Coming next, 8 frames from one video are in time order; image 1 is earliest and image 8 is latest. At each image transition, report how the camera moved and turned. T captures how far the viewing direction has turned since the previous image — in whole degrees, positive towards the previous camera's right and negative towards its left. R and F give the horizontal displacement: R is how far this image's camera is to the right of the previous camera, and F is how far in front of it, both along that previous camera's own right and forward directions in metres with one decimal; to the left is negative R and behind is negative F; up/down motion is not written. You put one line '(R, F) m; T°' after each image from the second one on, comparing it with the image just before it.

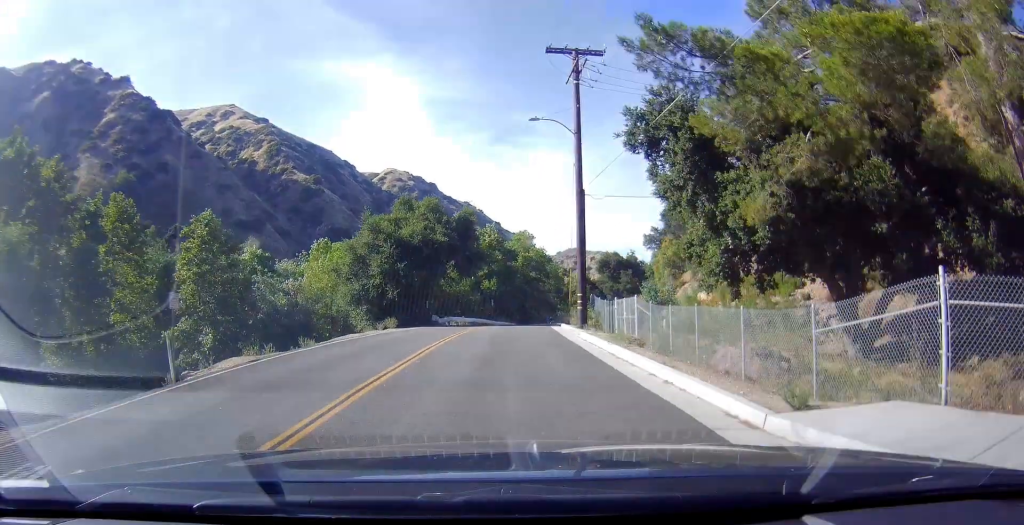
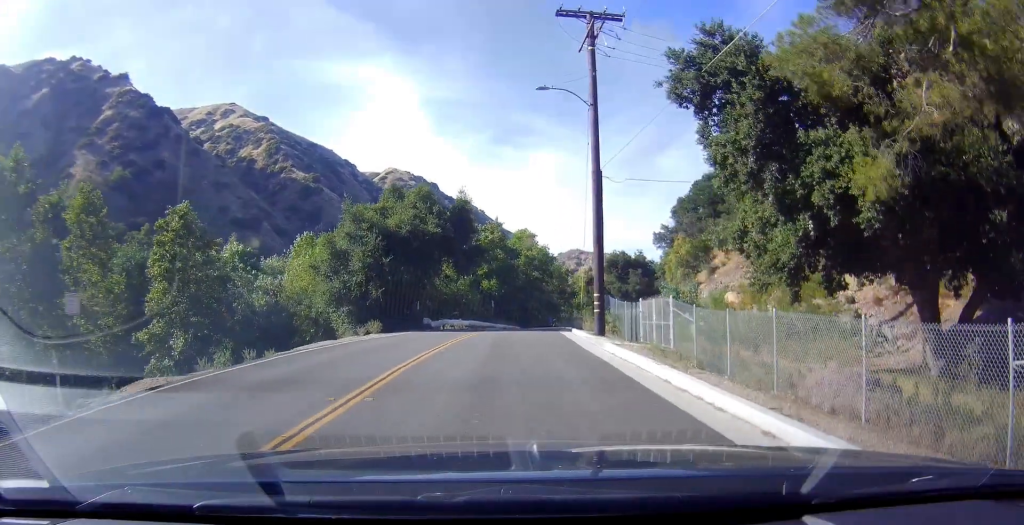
(0.0, +1.8) m; 0°
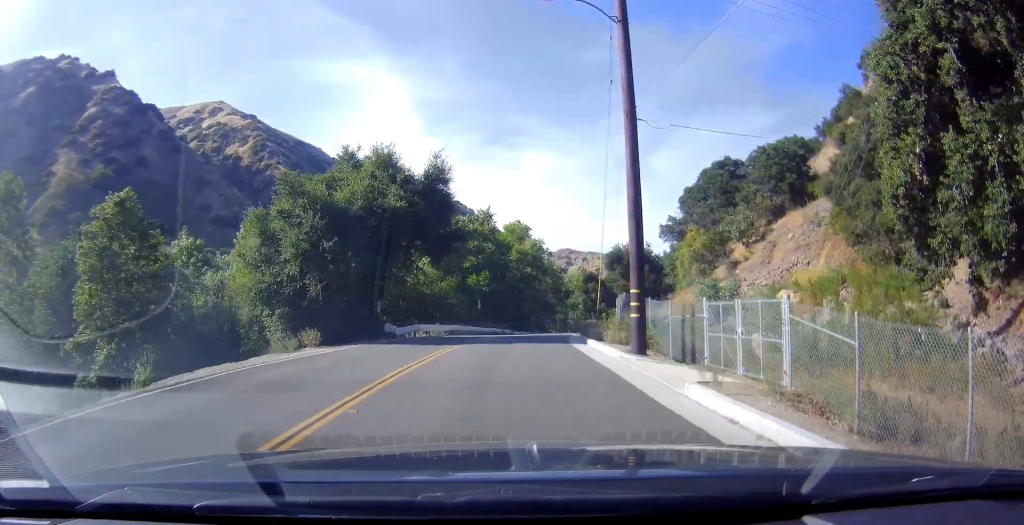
(0.0, +3.8) m; 0°
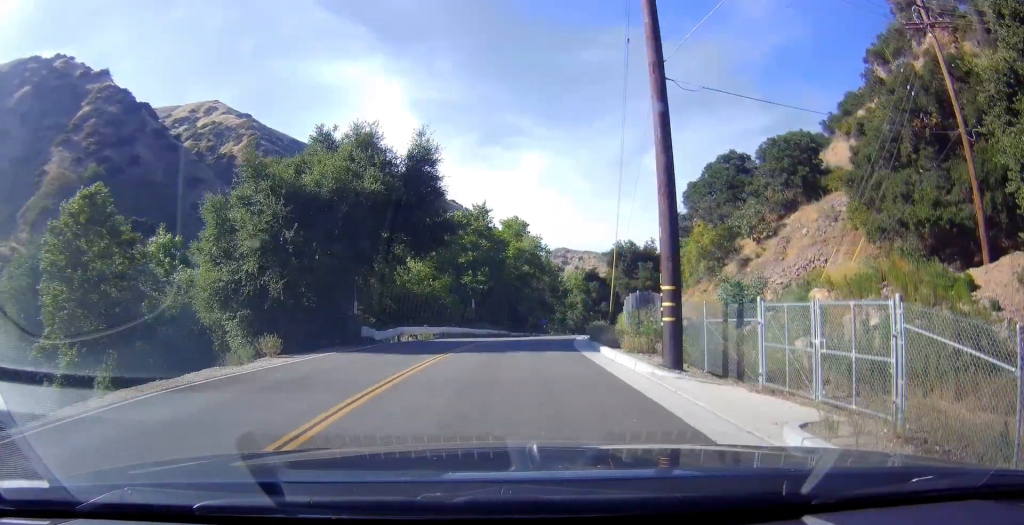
(0.0, +2.0) m; 0°
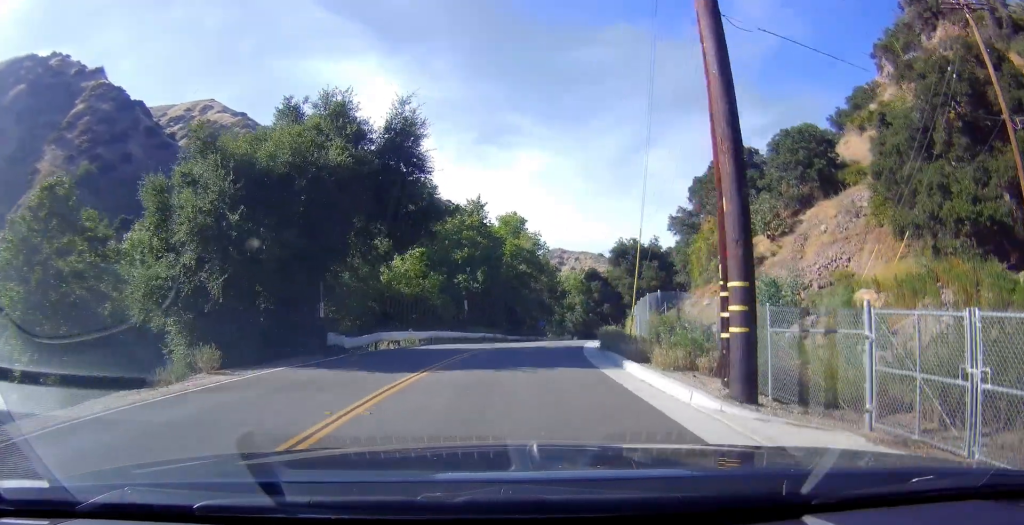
(0.0, +3.0) m; 0°
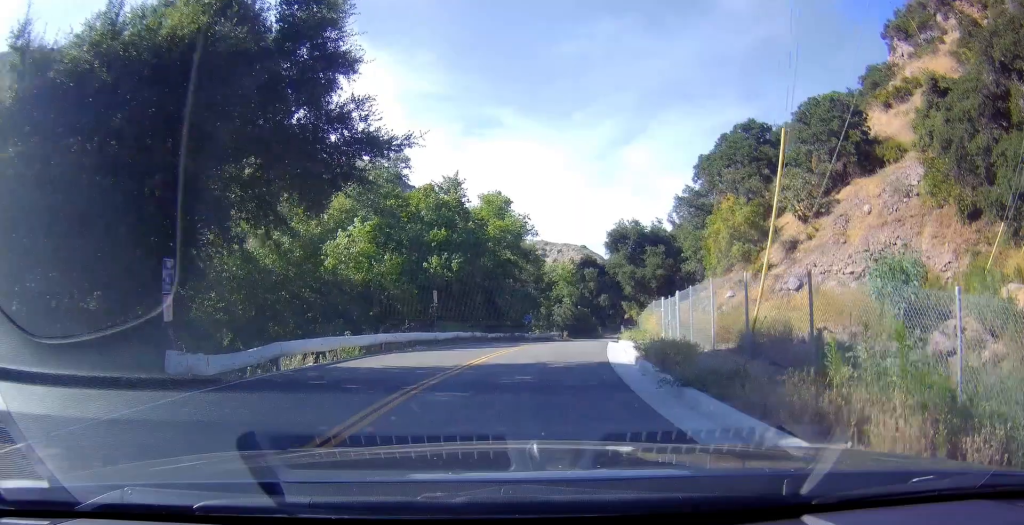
(0.0, +7.3) m; +1°
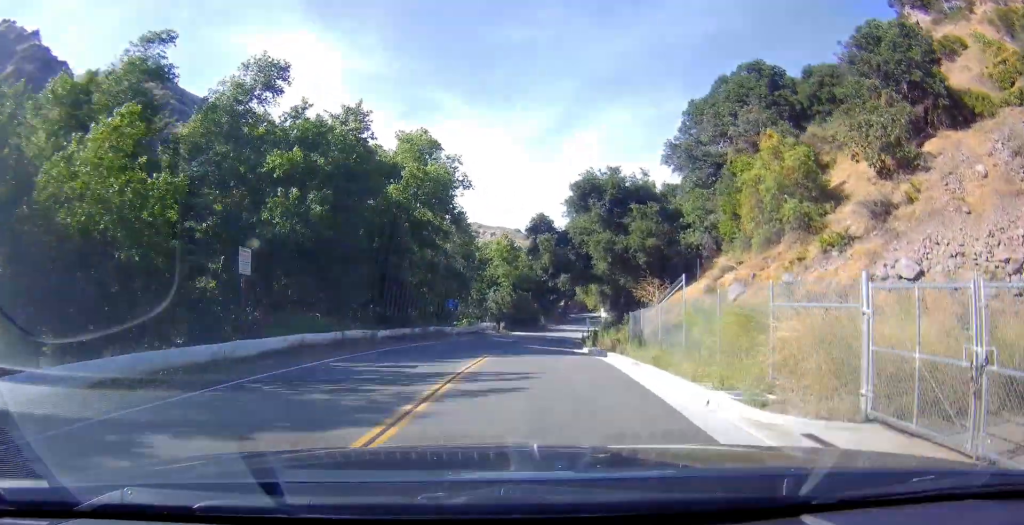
(+0.2, +14.8) m; +1°
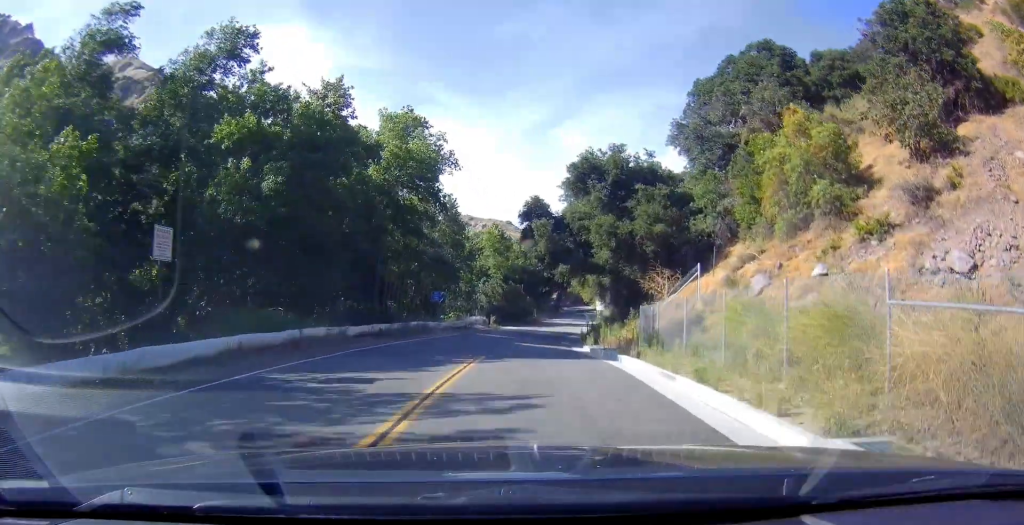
(0.0, +3.4) m; +1°
